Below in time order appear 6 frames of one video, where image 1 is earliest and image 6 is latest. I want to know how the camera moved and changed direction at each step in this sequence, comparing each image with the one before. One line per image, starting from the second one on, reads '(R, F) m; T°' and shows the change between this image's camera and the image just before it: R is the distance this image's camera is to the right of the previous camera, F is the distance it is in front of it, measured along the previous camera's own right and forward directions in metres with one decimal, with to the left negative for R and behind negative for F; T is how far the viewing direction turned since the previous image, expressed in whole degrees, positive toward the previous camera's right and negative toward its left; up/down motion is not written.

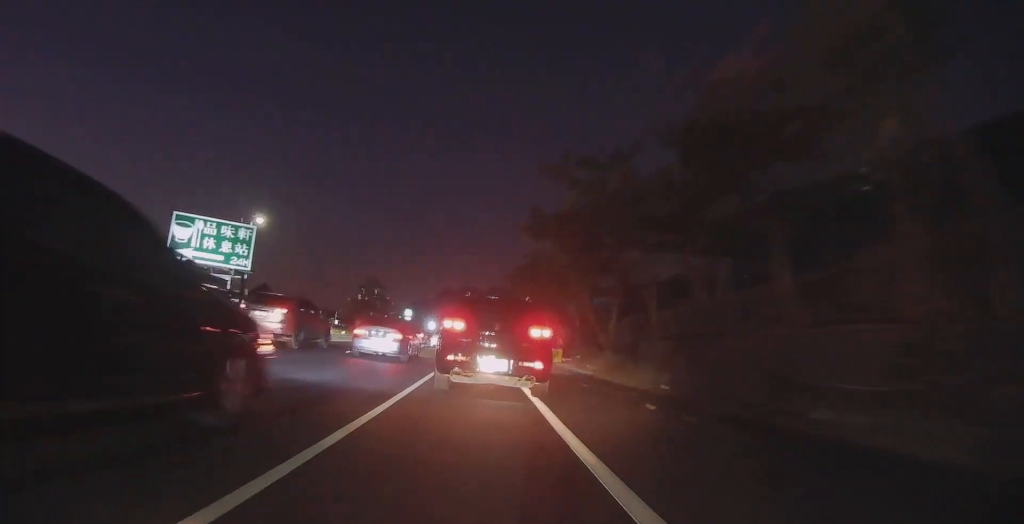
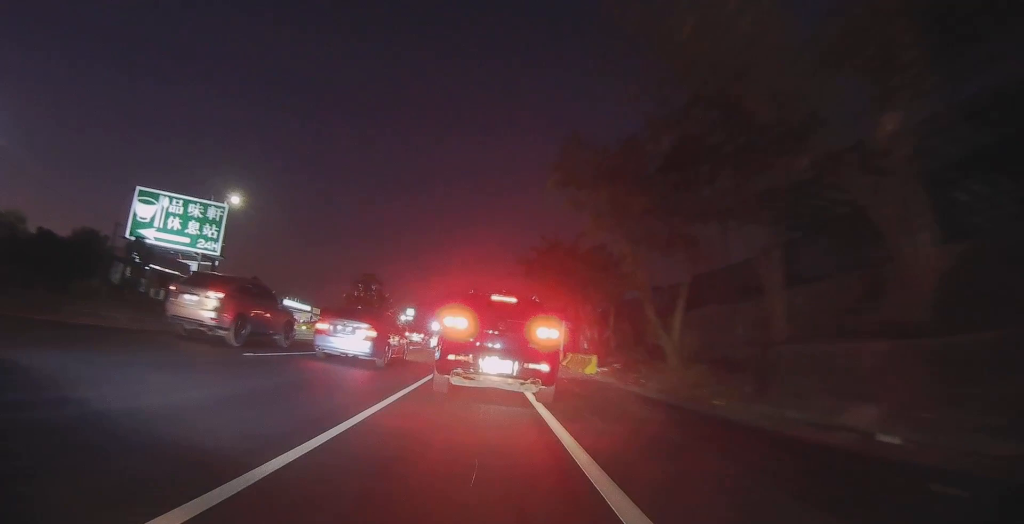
(+0.2, +6.9) m; -2°
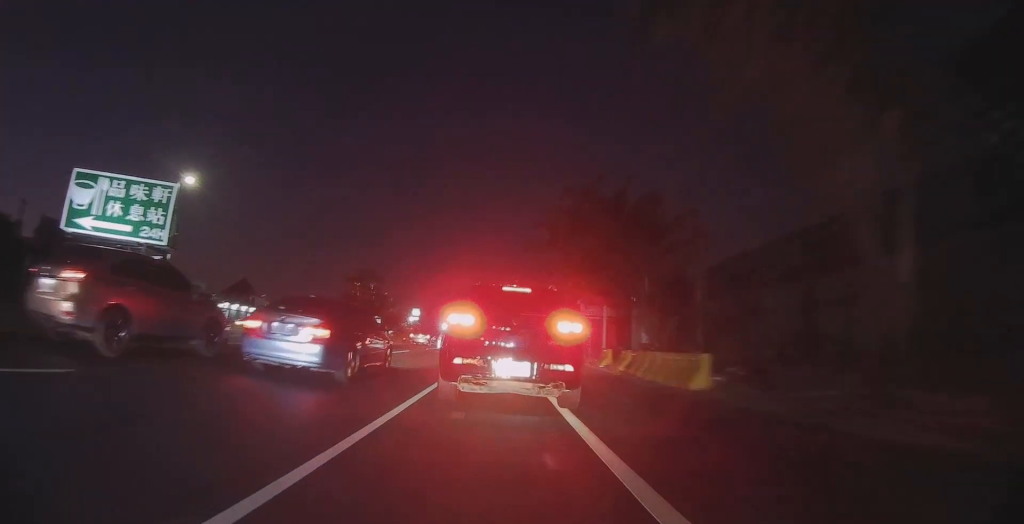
(-0.4, +7.8) m; 0°
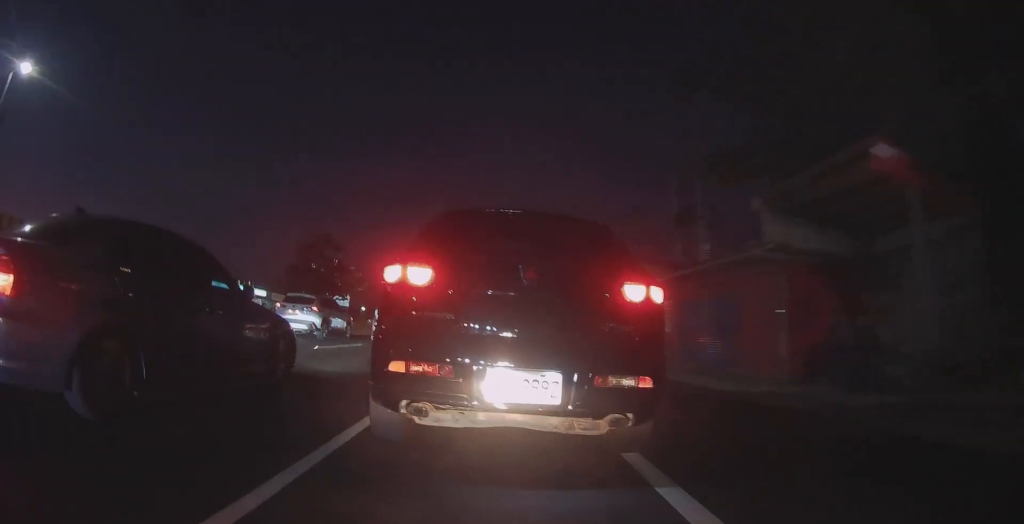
(+0.3, +16.8) m; 0°
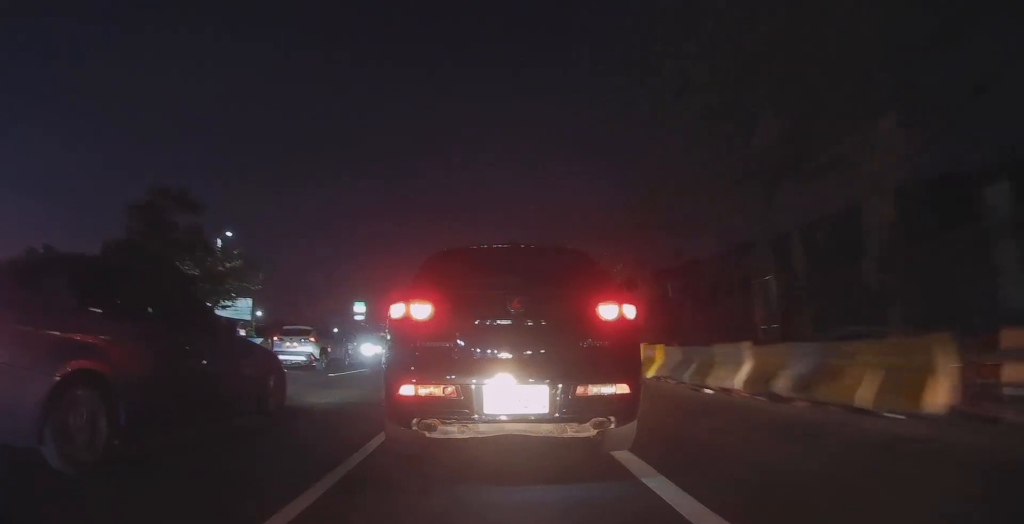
(-0.3, +30.2) m; +1°
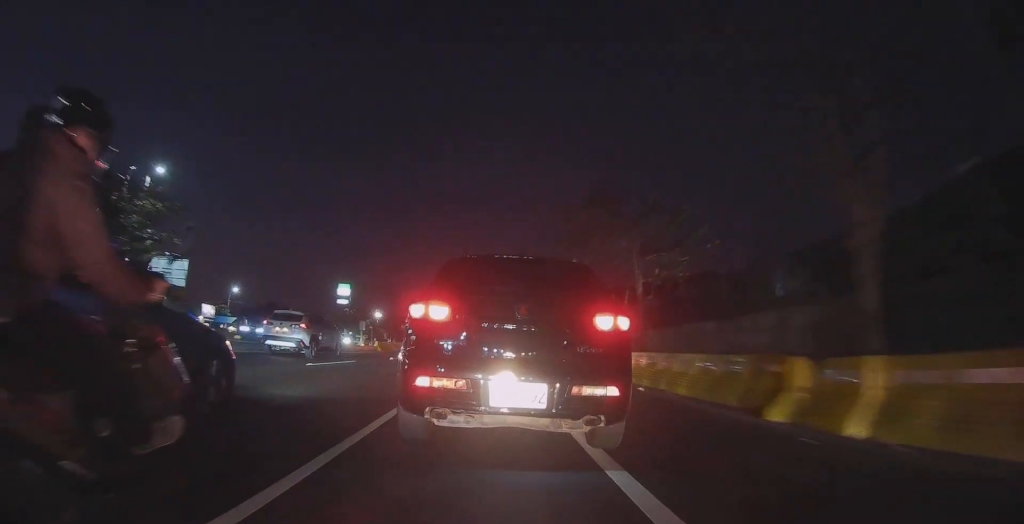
(+0.1, +11.9) m; +2°
